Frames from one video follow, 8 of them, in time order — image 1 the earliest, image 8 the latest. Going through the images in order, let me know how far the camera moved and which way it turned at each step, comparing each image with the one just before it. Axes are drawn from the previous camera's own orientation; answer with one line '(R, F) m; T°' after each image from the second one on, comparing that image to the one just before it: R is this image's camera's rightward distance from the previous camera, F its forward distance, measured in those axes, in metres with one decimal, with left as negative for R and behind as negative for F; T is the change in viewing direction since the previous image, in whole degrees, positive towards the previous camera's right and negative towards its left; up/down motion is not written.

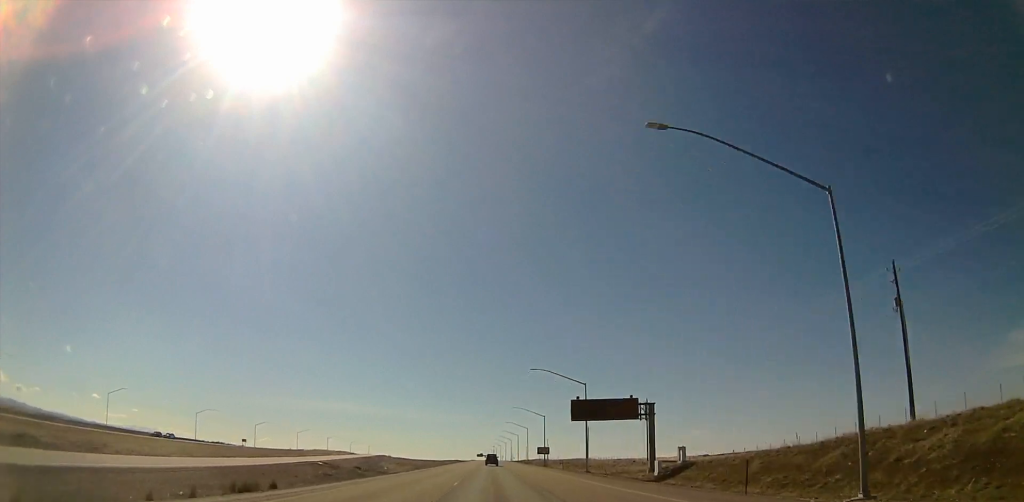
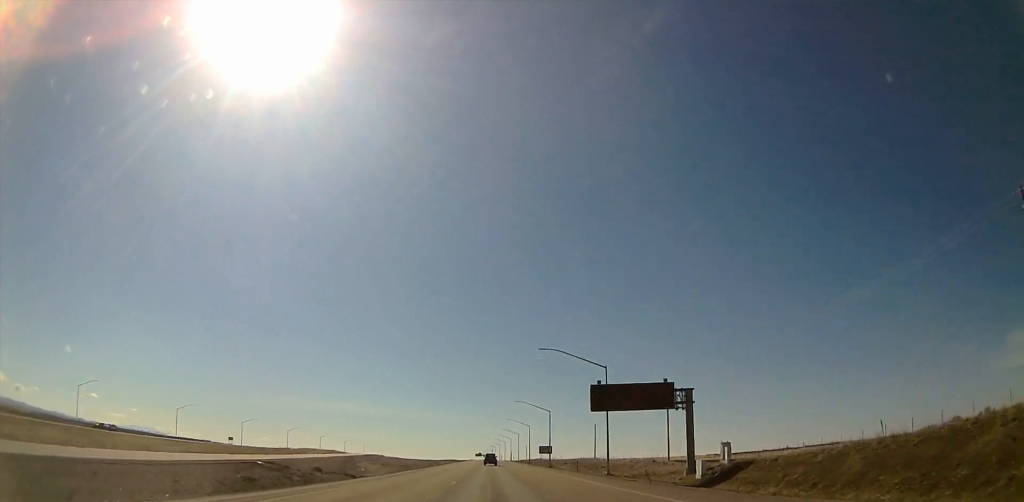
(0.0, +14.1) m; 0°
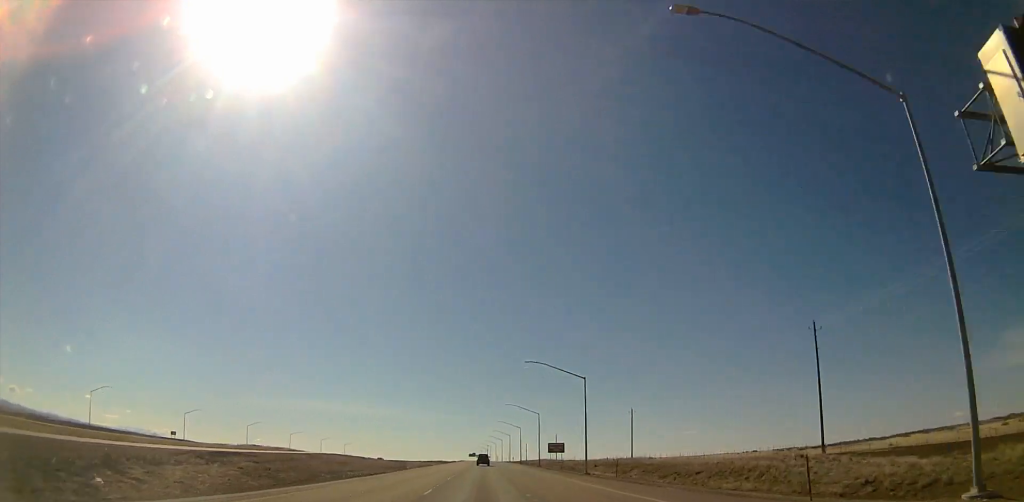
(0.0, +53.0) m; 0°
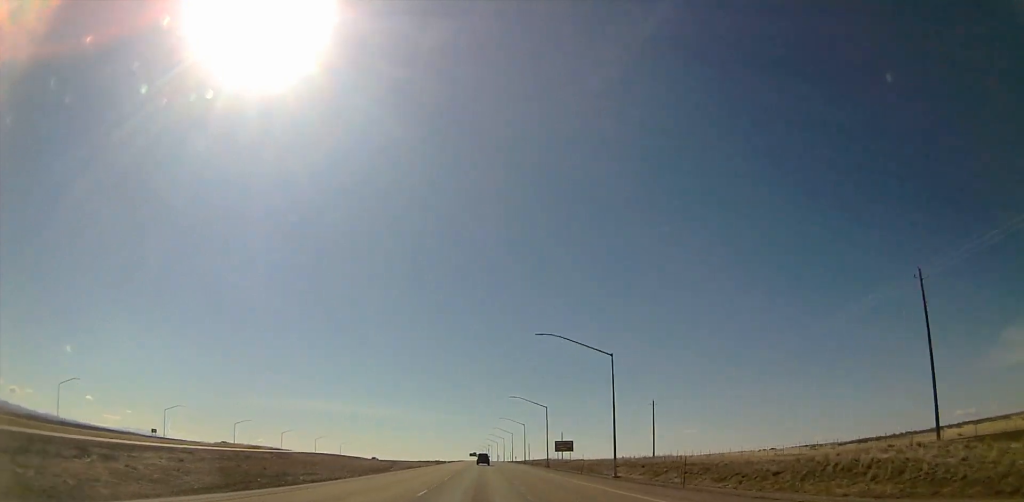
(0.0, +16.5) m; 0°
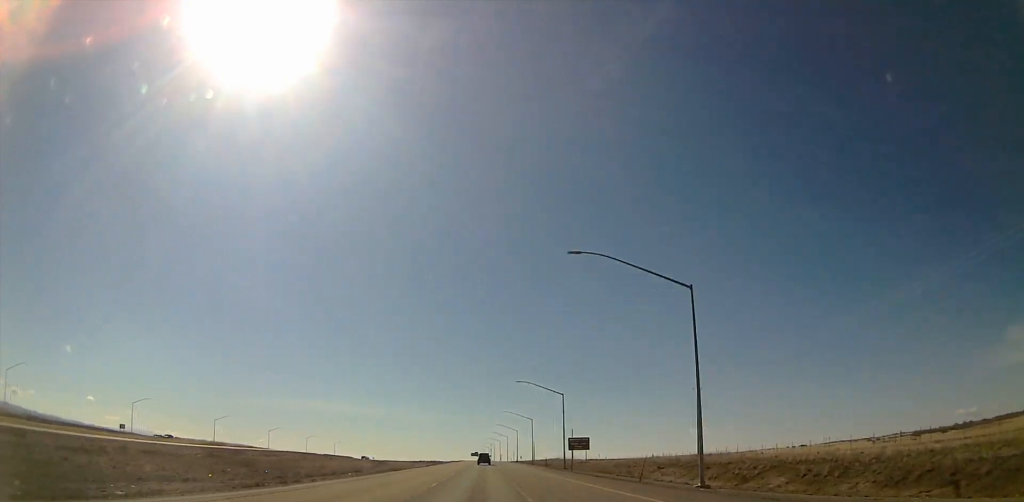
(0.0, +23.6) m; 0°
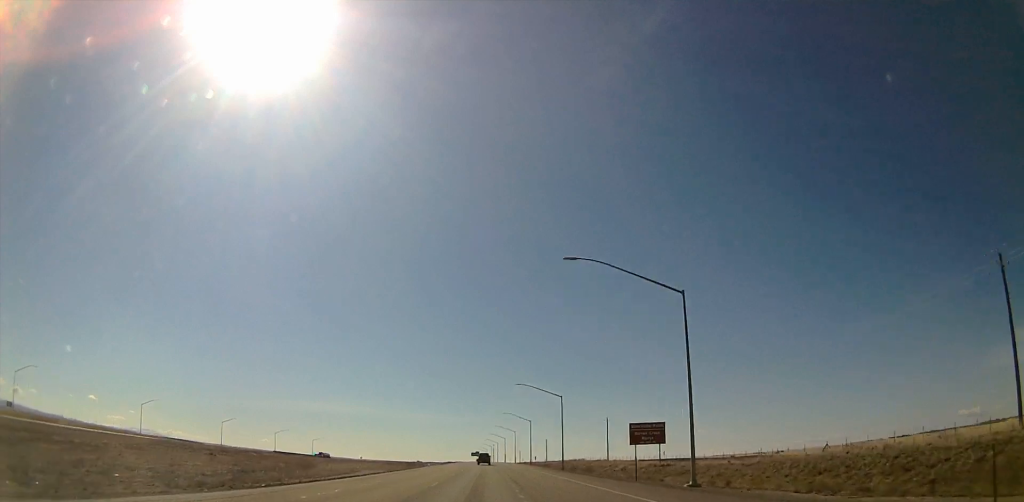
(0.0, +60.0) m; 0°
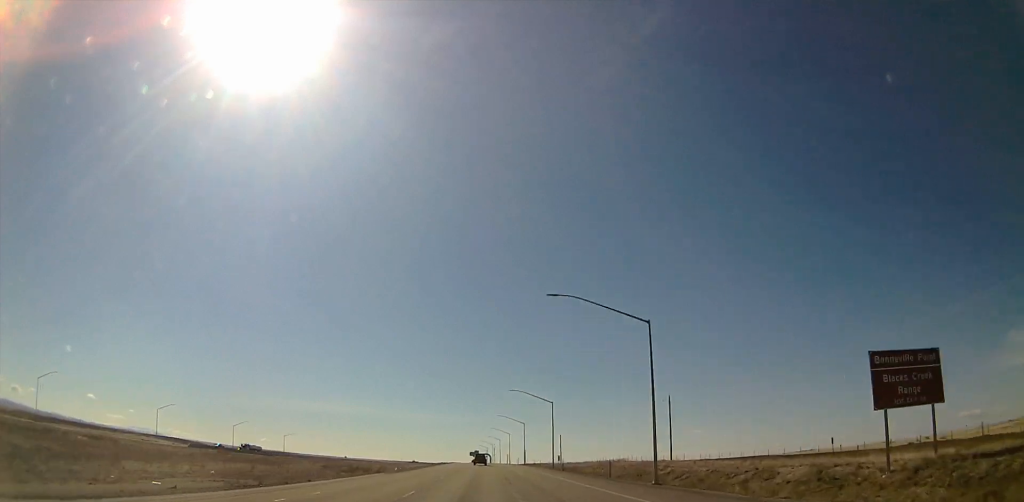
(-0.8, +54.1) m; -1°
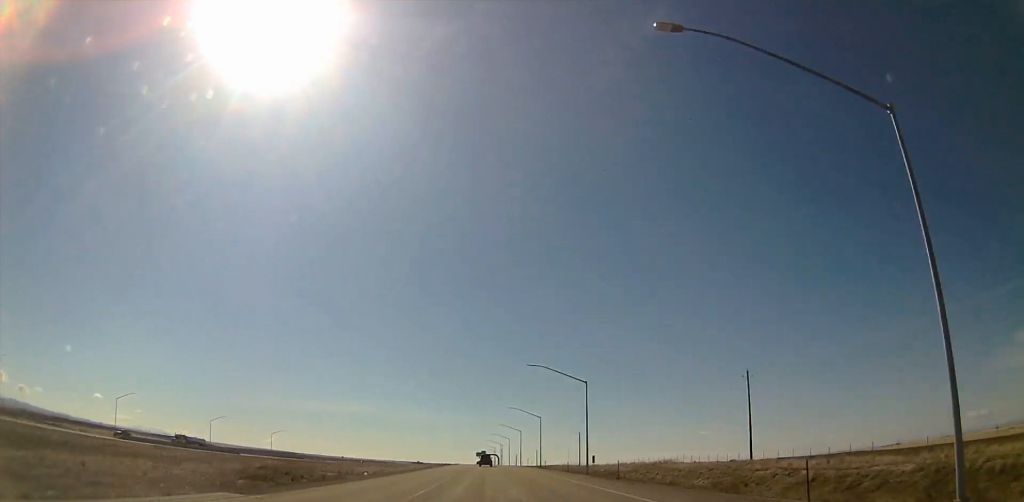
(+0.2, +29.4) m; 0°
